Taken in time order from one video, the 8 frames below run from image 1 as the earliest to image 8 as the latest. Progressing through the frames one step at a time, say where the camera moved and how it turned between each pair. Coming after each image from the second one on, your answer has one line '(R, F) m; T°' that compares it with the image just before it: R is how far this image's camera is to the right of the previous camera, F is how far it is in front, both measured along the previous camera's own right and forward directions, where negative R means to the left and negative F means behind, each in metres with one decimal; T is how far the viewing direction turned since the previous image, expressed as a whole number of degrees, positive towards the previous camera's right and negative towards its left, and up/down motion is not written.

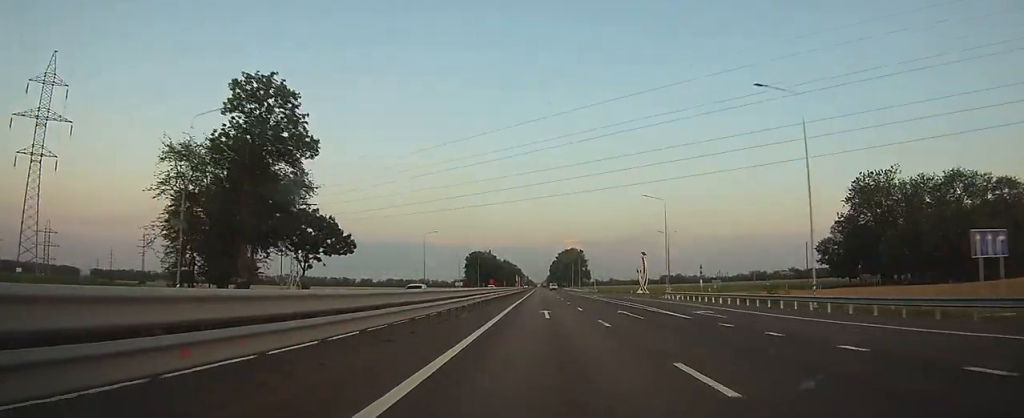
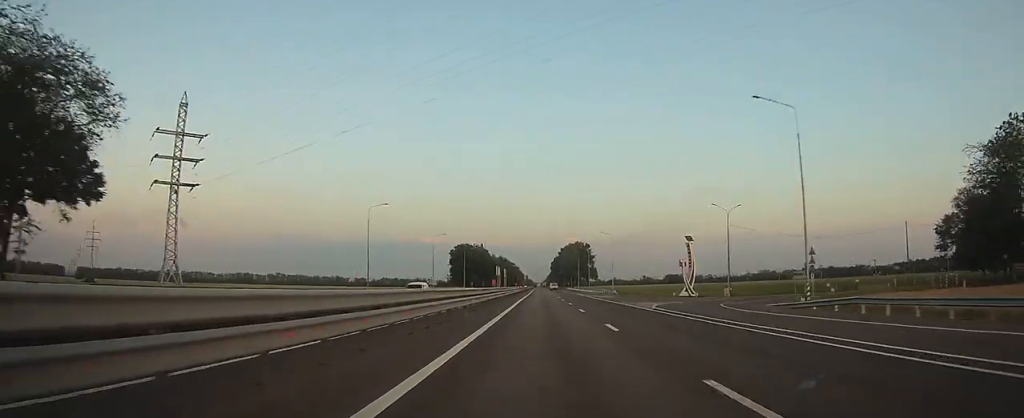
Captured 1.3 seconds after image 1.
(0.0, +38.0) m; 0°
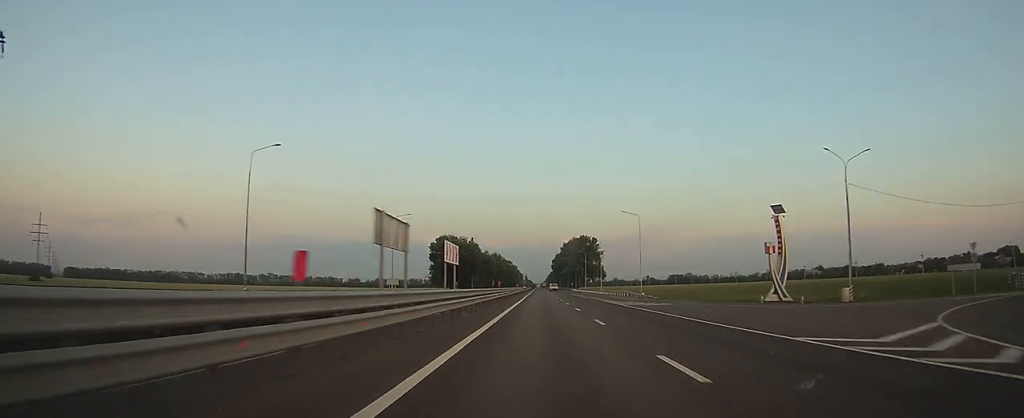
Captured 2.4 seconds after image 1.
(0.0, +33.0) m; 0°
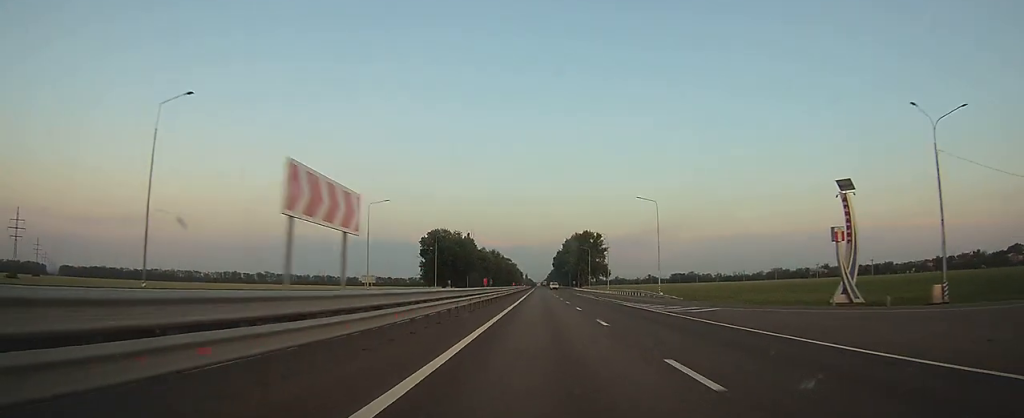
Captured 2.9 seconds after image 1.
(0.0, +12.6) m; 0°
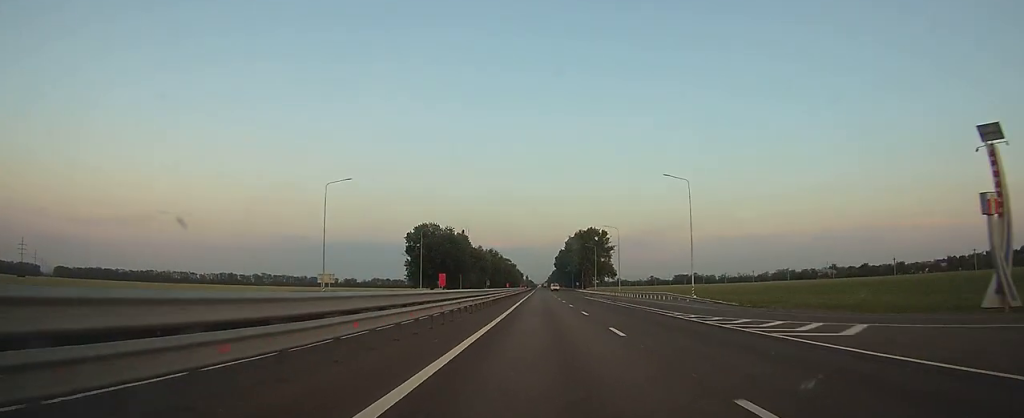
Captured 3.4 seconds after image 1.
(0.0, +15.6) m; 0°
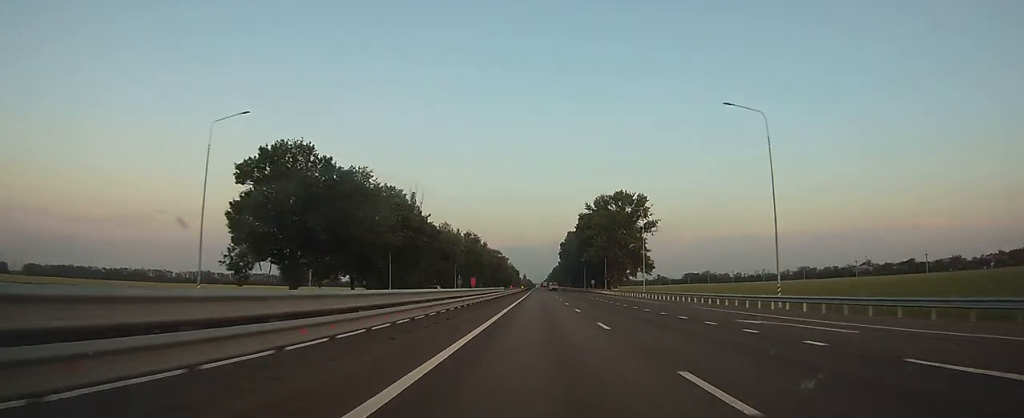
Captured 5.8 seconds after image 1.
(0.0, +69.3) m; 0°
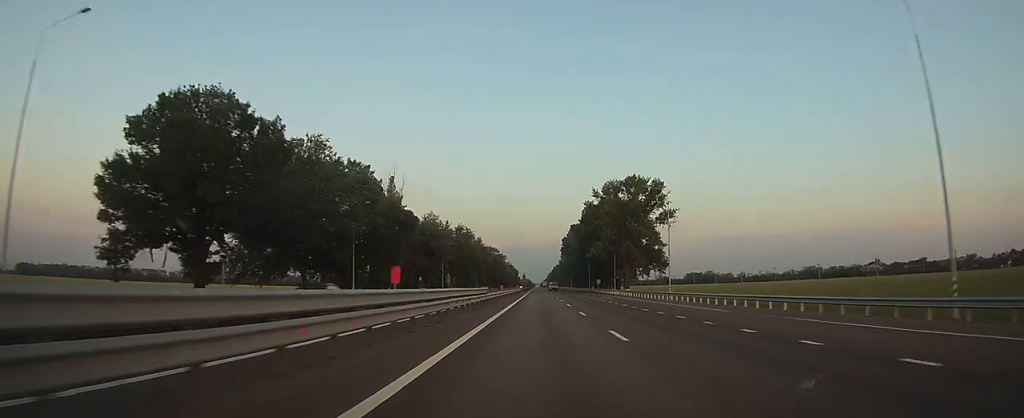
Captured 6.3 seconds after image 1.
(0.0, +15.8) m; 0°
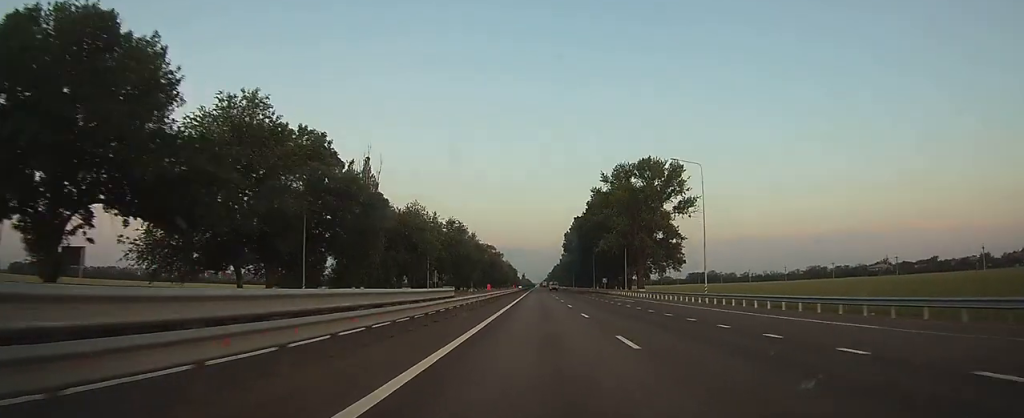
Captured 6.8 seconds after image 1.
(0.0, +13.8) m; 0°
